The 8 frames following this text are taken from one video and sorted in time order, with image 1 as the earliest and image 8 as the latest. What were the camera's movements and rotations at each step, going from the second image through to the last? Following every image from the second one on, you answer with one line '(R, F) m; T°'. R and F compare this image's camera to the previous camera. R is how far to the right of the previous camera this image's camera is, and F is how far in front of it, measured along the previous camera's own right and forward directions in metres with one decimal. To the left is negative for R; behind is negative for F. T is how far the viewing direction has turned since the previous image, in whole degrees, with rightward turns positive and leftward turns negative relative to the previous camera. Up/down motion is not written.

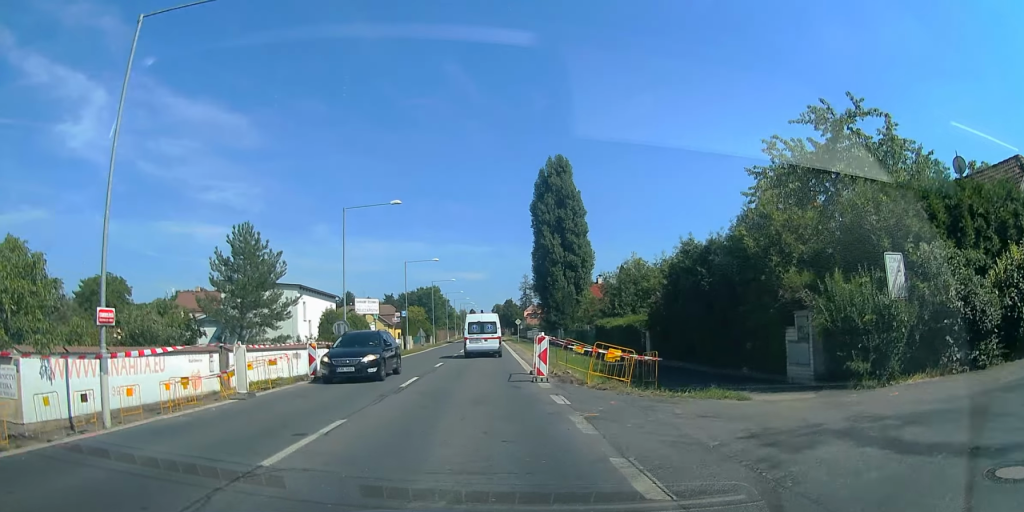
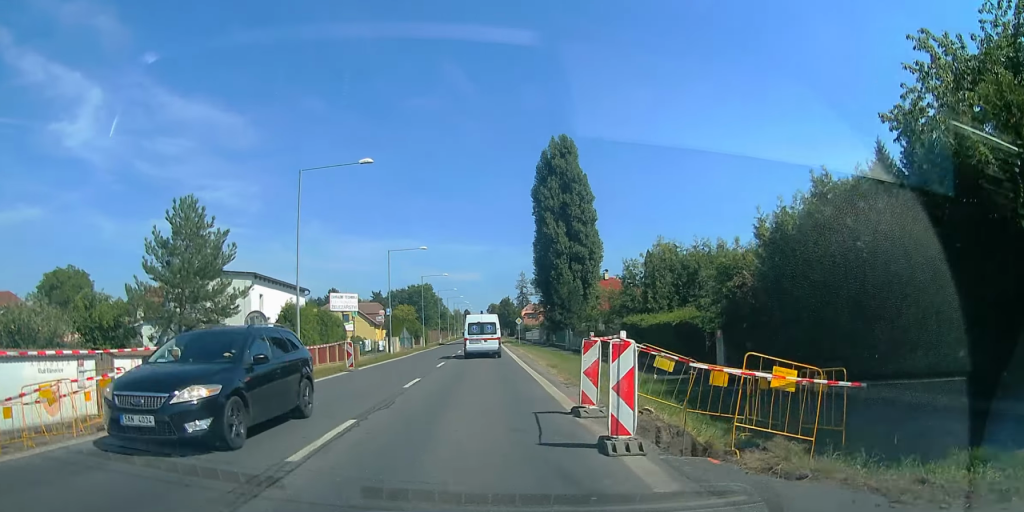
(0.0, +8.9) m; 0°
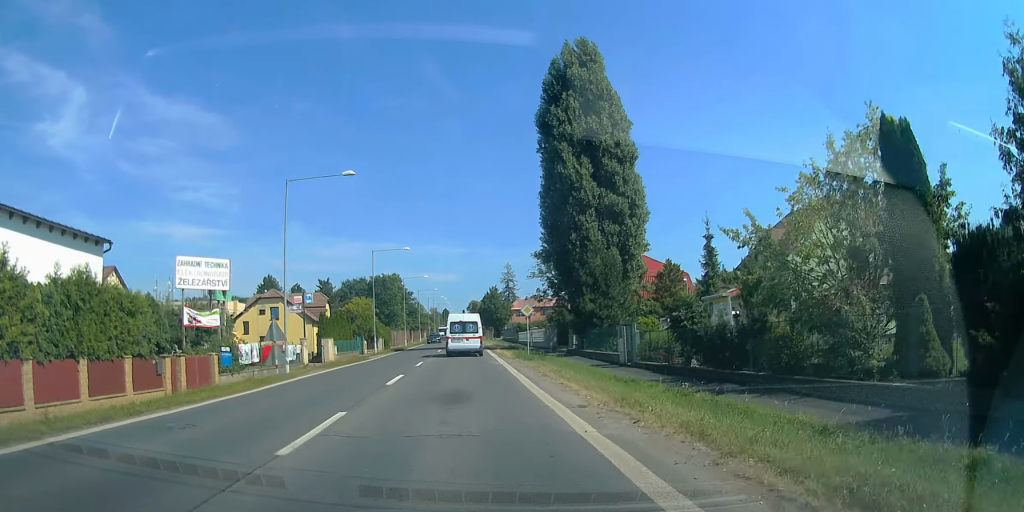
(+0.1, +26.4) m; 0°
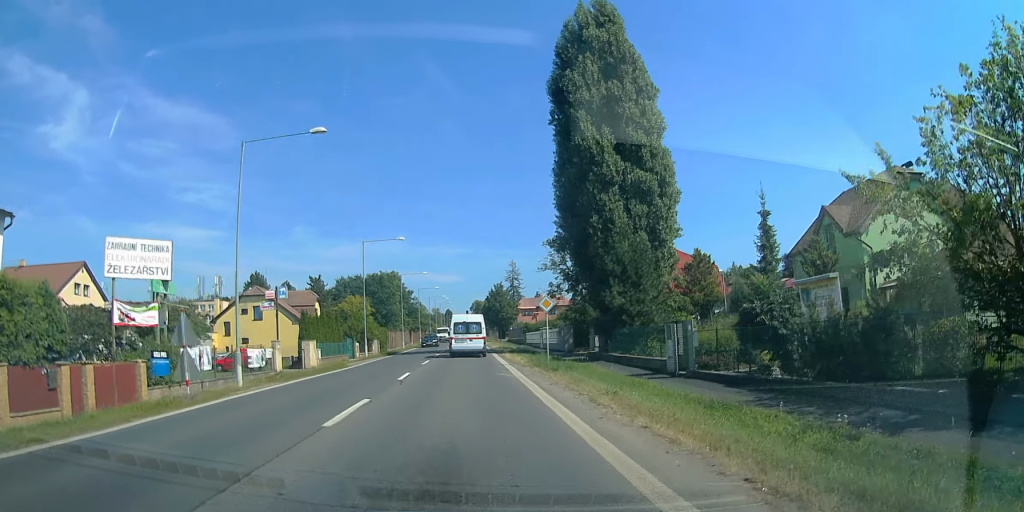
(0.0, +6.7) m; 0°
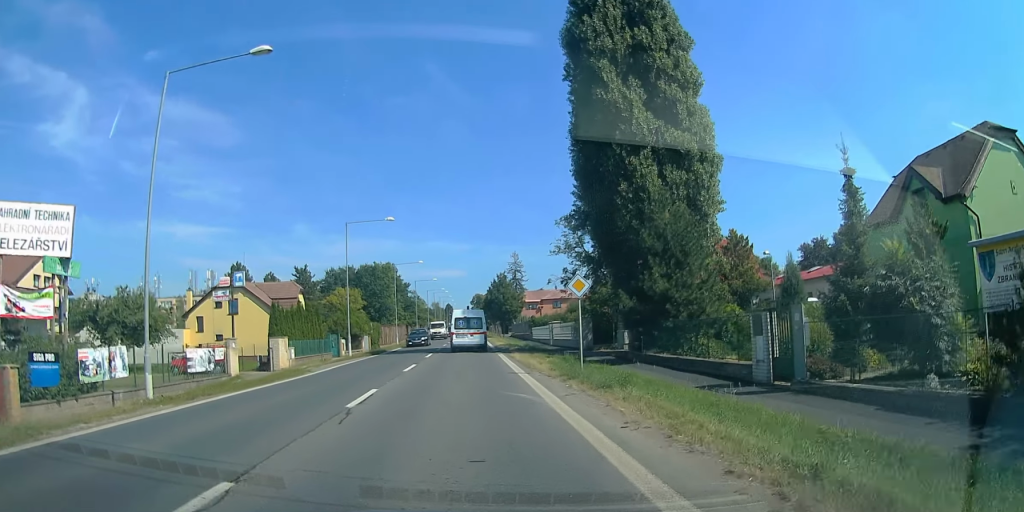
(0.0, +7.1) m; 0°
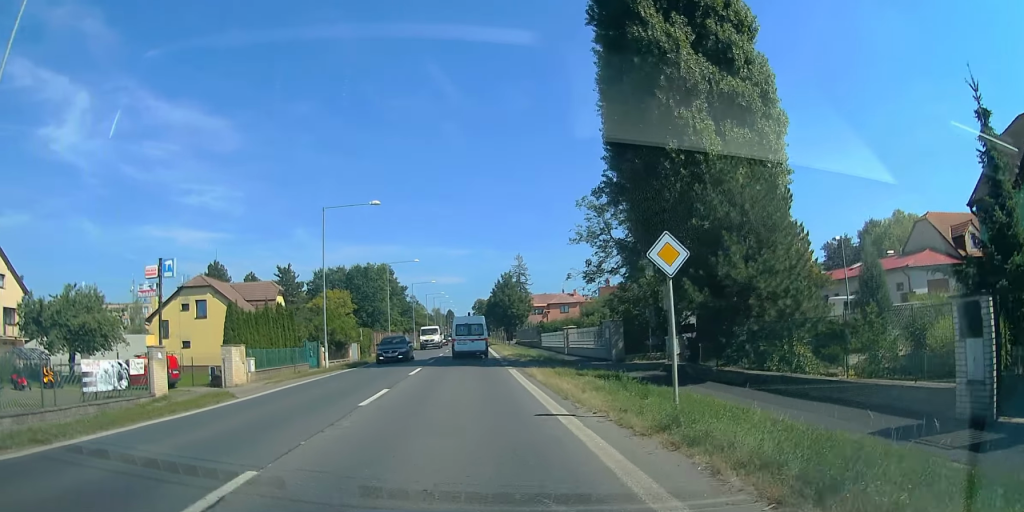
(0.0, +7.5) m; 0°
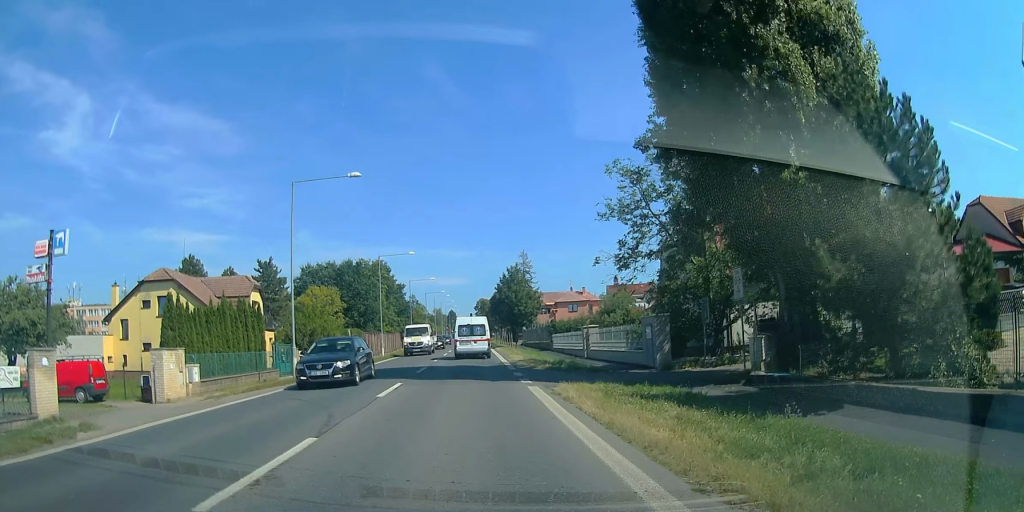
(0.0, +7.1) m; 0°
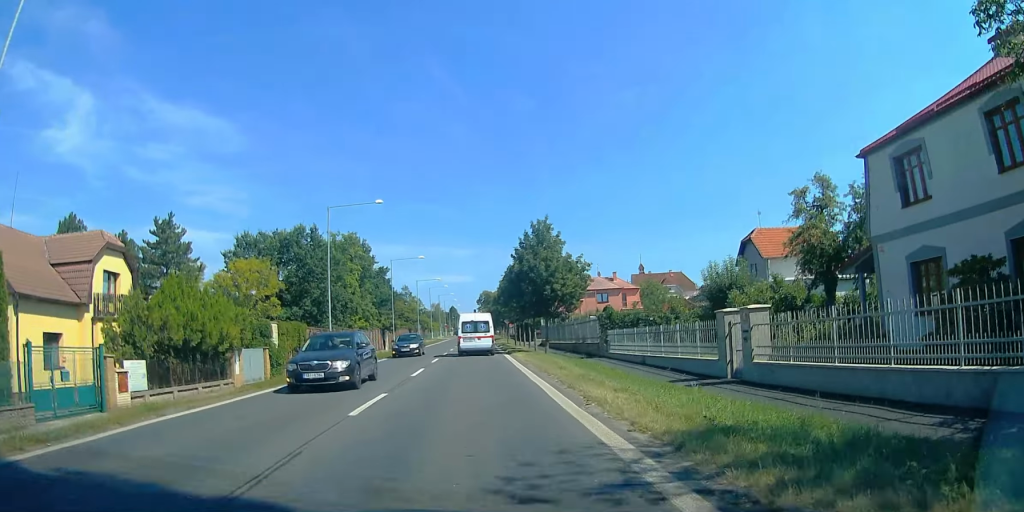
(0.0, +21.9) m; 0°
